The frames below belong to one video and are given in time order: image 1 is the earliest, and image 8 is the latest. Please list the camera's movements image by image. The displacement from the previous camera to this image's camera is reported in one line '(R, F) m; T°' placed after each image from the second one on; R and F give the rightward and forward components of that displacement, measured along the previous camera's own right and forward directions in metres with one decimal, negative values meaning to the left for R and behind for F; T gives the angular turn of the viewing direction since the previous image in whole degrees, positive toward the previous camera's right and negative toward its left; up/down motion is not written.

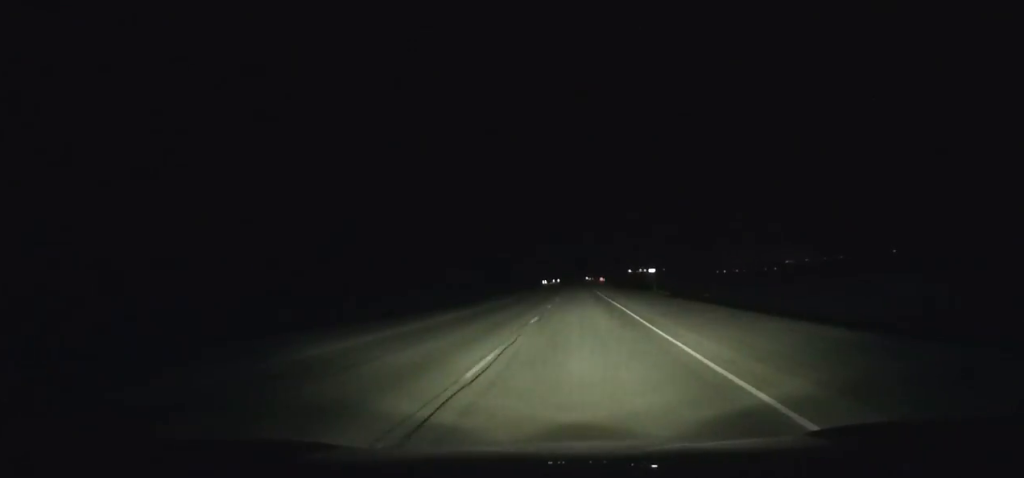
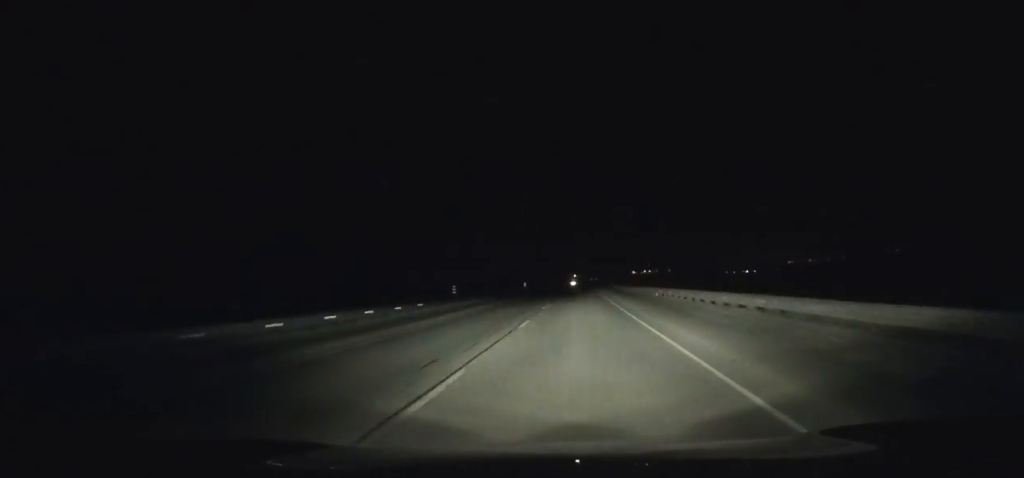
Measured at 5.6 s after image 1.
(-0.3, +181.9) m; 0°
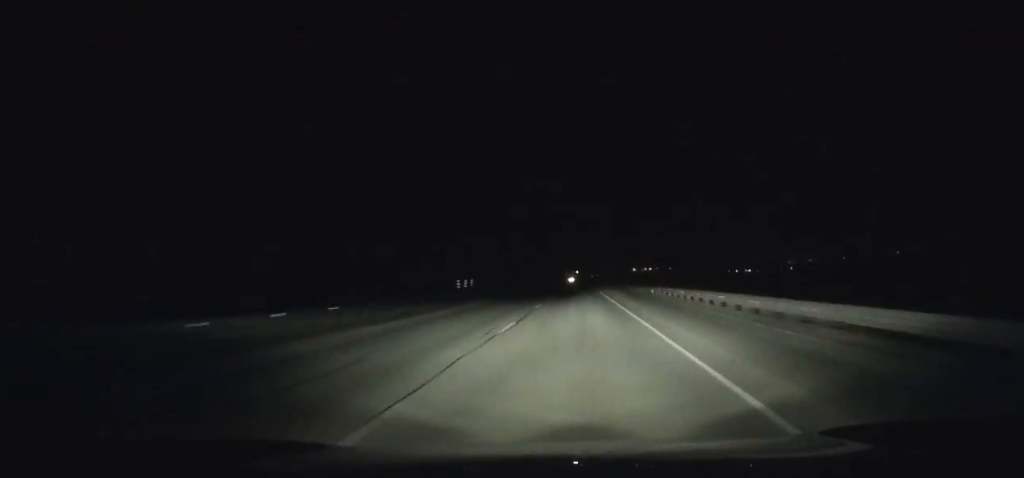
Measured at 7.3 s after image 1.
(0.0, +59.3) m; 0°
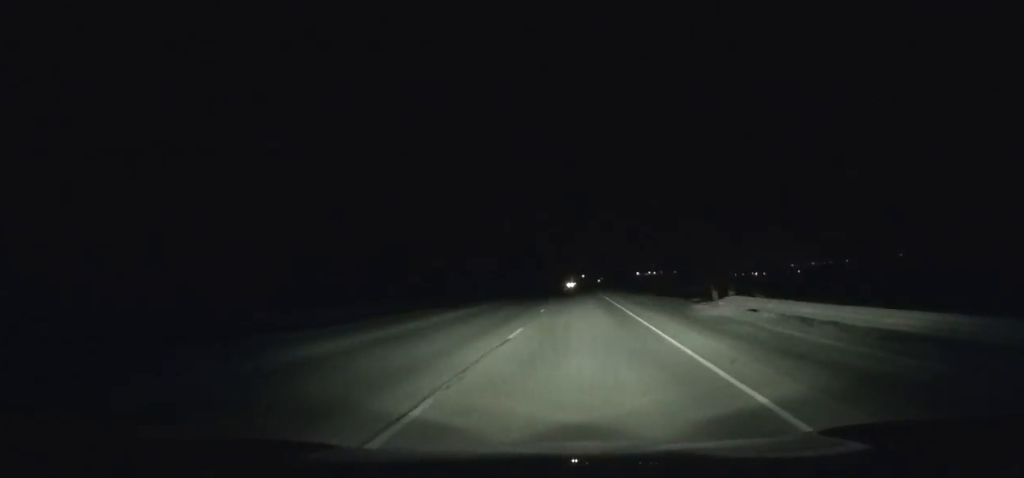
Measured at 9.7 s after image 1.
(+0.1, +86.8) m; 0°
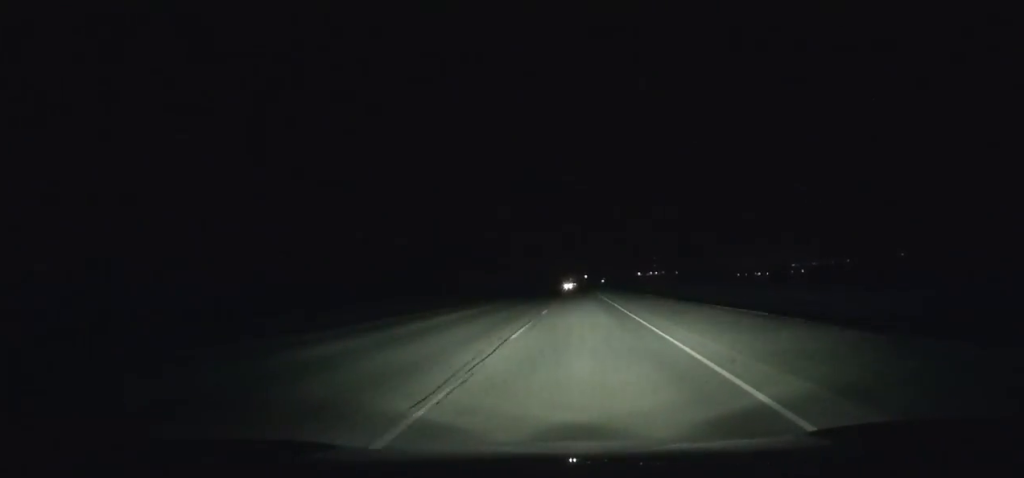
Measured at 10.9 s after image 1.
(0.0, +43.6) m; 0°
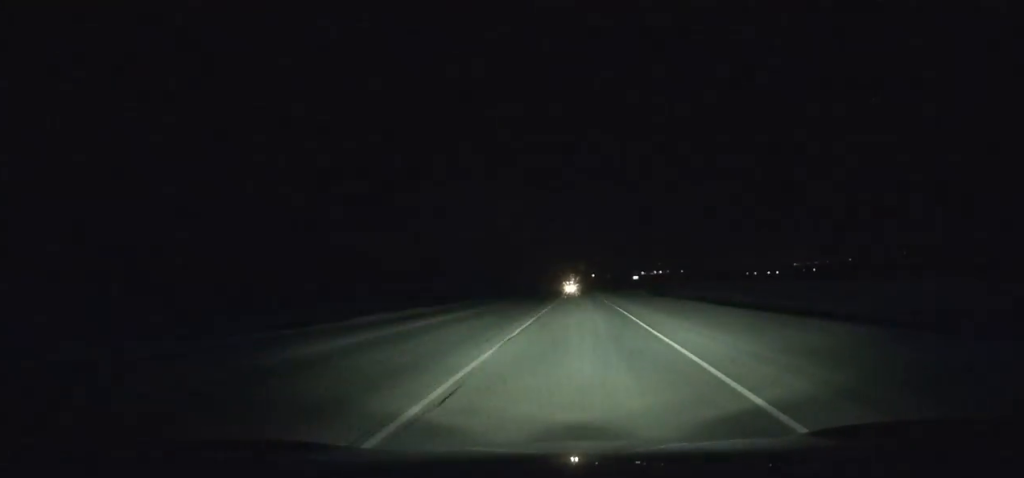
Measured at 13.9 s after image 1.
(0.0, +102.6) m; 0°
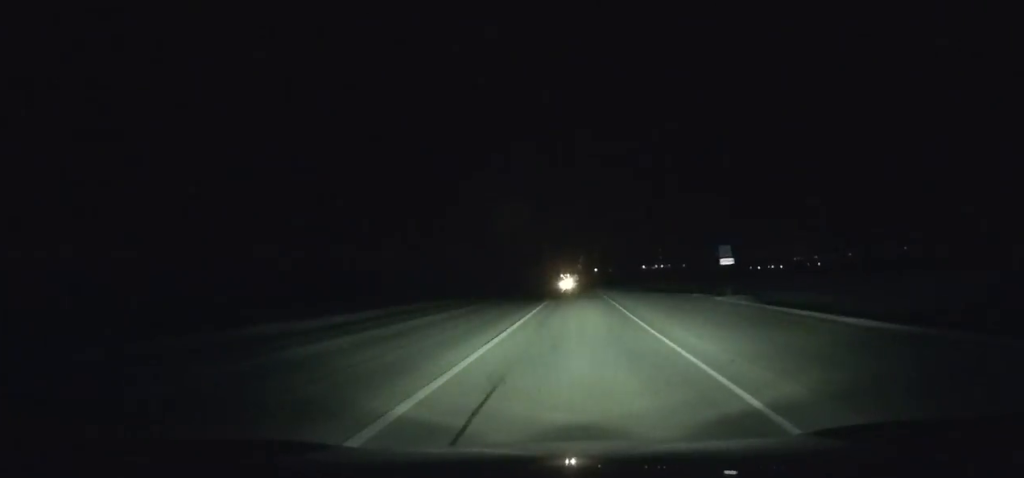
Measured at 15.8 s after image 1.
(-0.4, +60.1) m; 0°
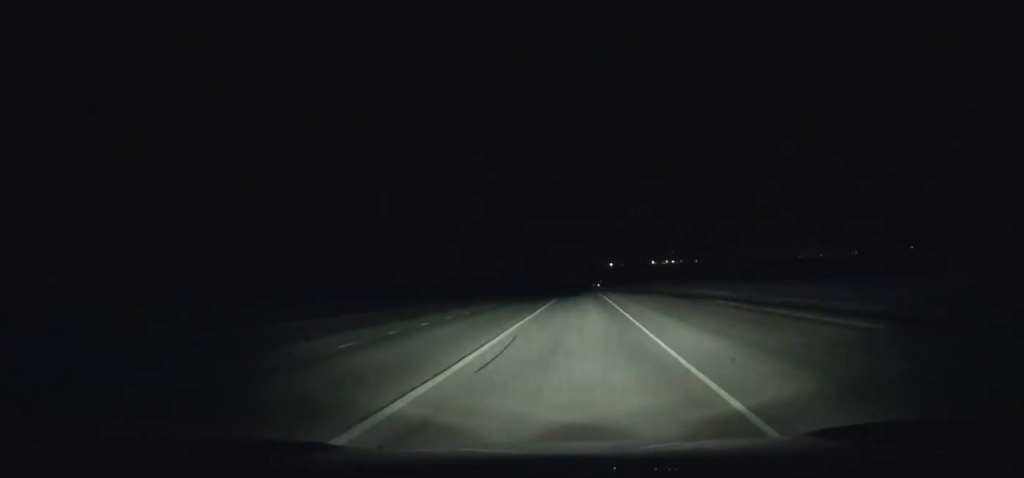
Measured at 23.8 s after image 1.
(-0.6, +234.1) m; 0°
